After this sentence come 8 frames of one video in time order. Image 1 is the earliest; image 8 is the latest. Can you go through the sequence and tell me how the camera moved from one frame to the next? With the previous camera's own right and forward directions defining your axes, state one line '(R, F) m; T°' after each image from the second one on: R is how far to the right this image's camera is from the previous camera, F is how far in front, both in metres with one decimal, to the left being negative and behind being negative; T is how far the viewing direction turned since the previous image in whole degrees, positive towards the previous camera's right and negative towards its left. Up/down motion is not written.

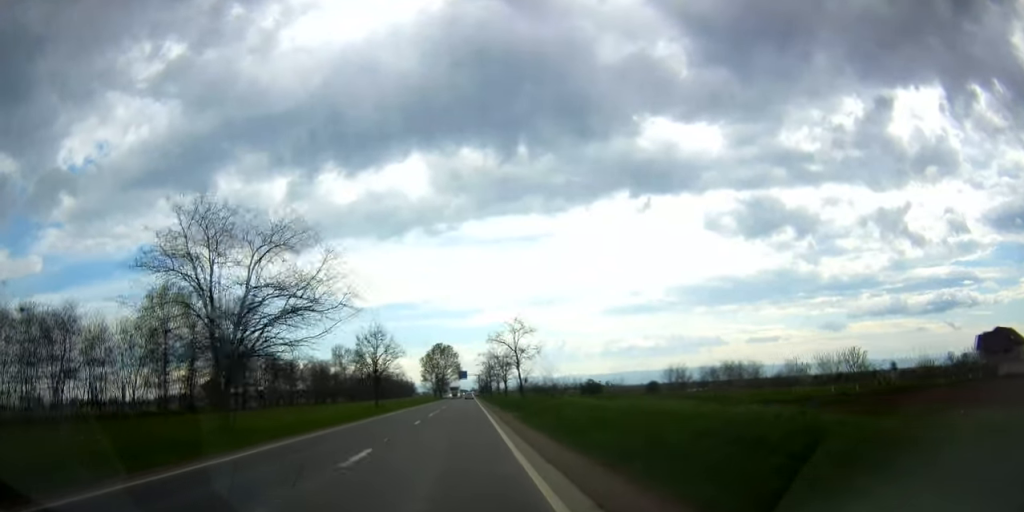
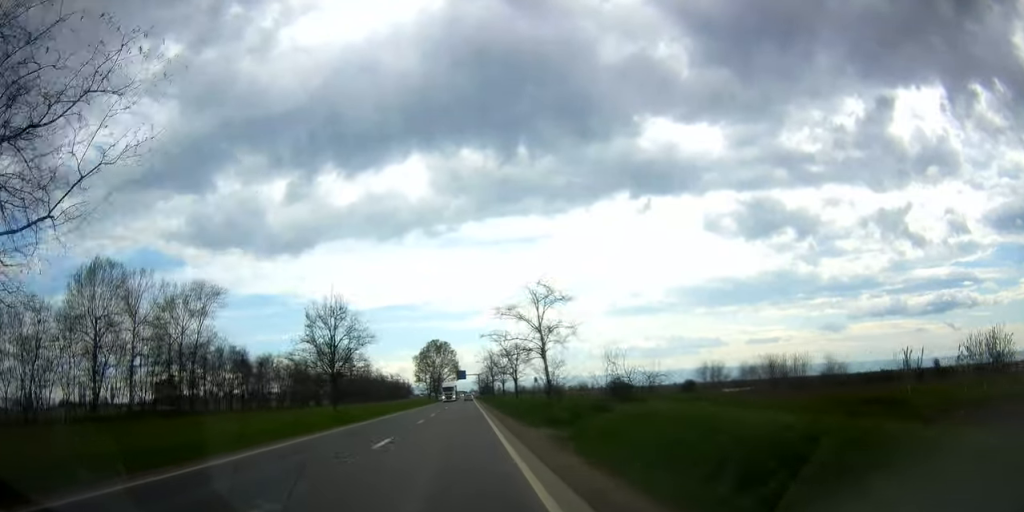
(-0.1, +21.1) m; -1°
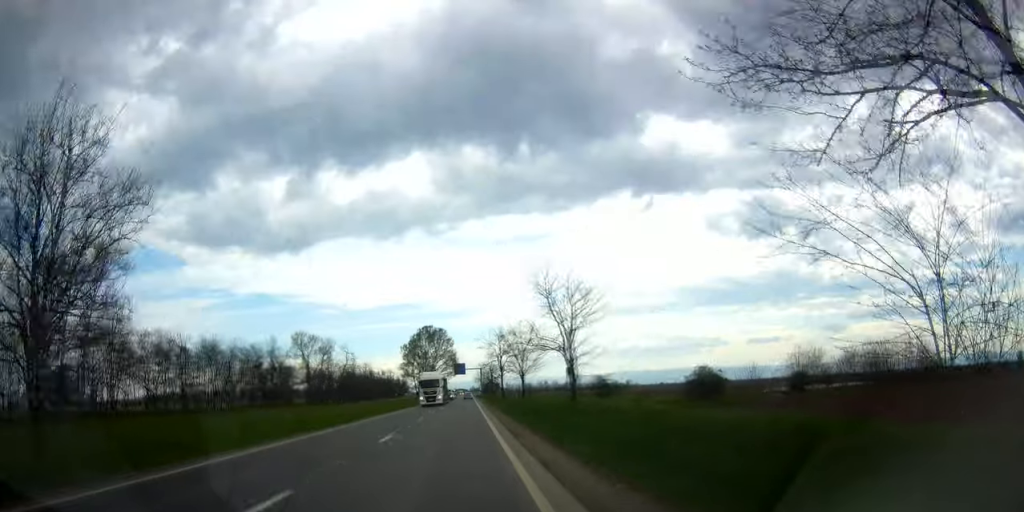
(-0.1, +34.9) m; 0°
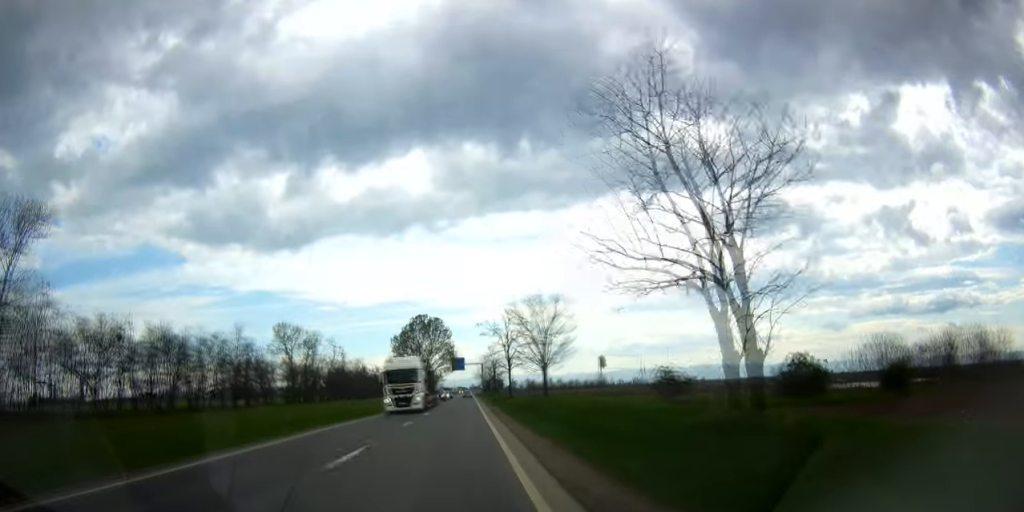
(+0.1, +17.8) m; 0°
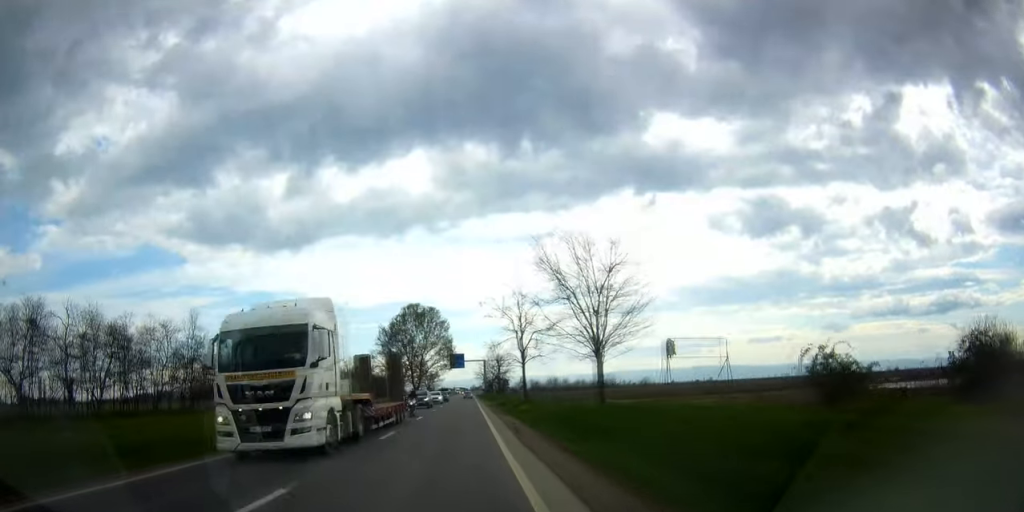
(0.0, +17.7) m; 0°
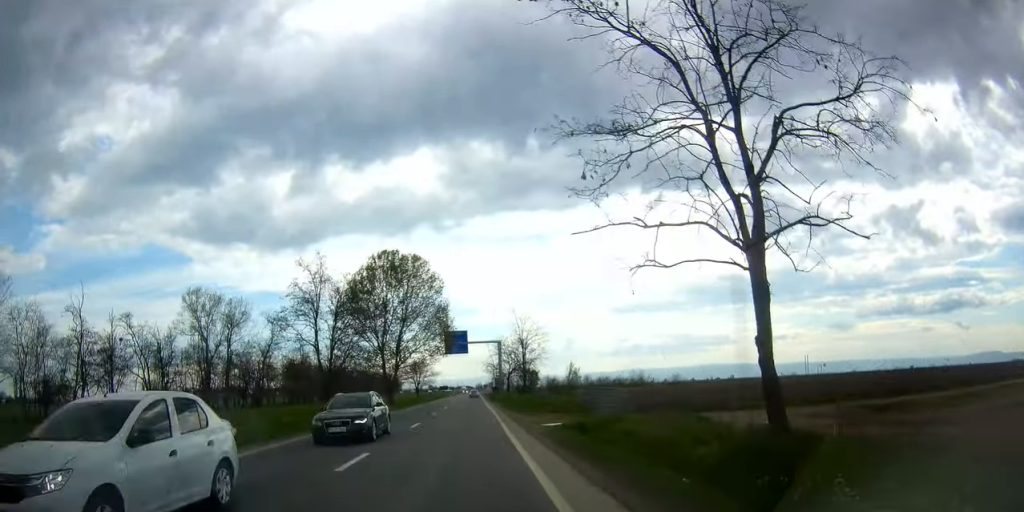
(0.0, +43.6) m; +1°
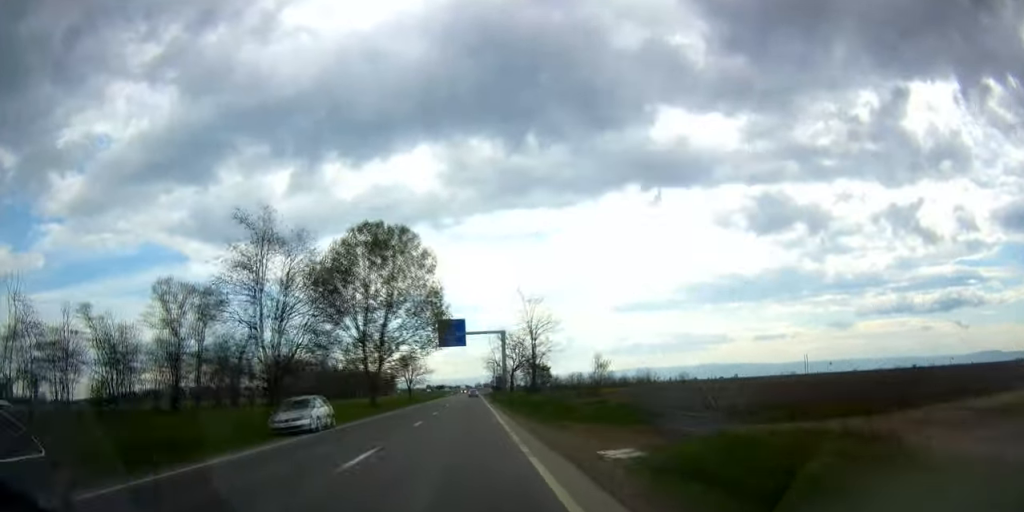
(-0.2, +12.0) m; +1°
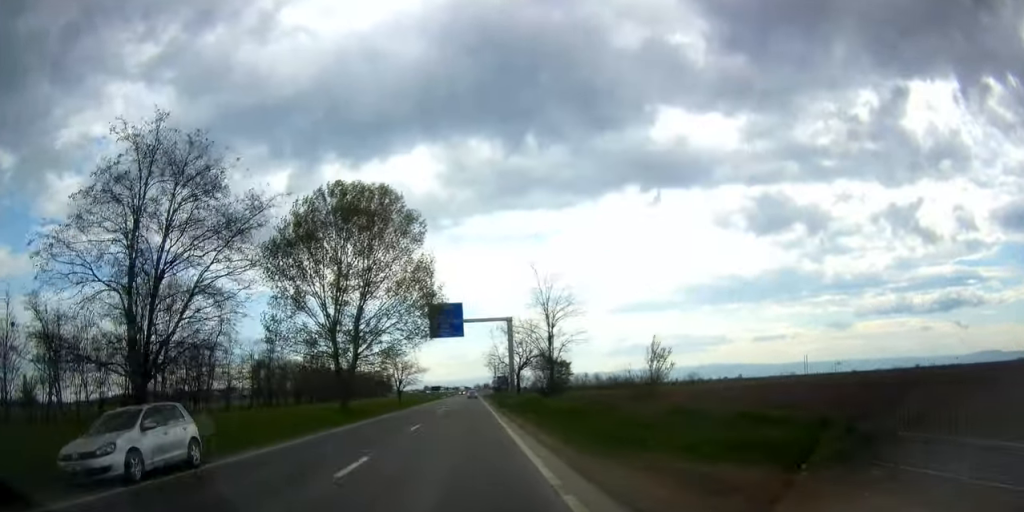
(+0.3, +13.1) m; -1°
